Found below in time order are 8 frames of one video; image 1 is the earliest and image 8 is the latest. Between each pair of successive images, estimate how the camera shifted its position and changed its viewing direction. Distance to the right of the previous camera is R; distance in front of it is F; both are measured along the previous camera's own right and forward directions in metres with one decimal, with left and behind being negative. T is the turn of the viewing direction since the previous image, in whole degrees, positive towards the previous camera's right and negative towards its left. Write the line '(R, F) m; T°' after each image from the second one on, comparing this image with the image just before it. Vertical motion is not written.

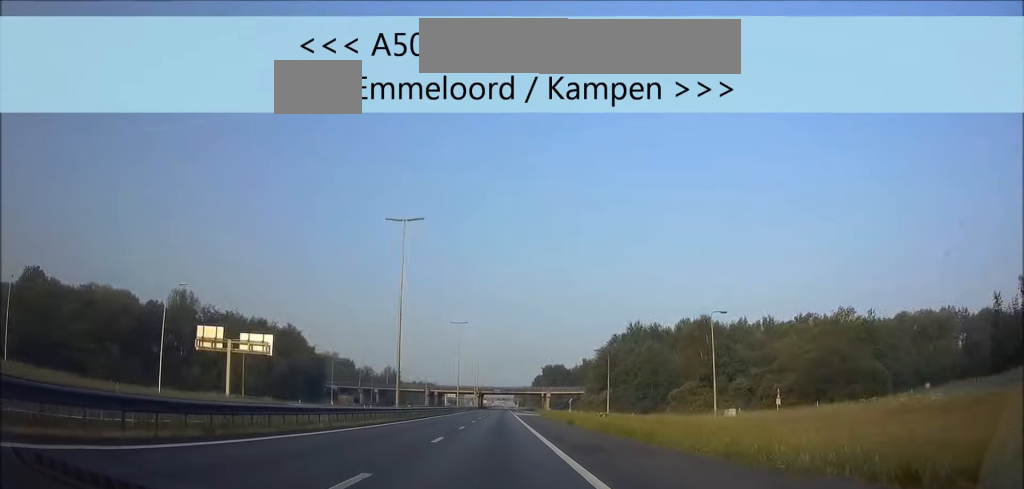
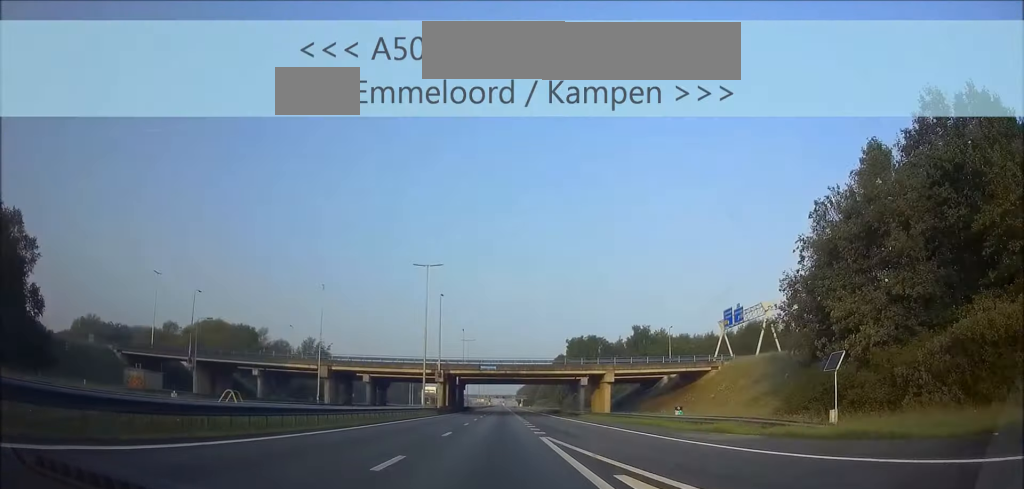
(0.0, +107.4) m; 0°
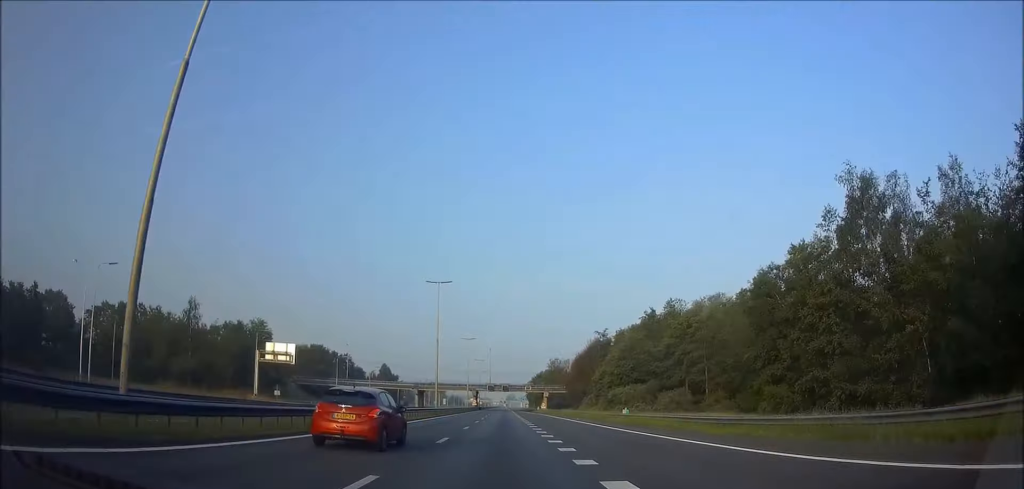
(+0.3, +182.0) m; 0°
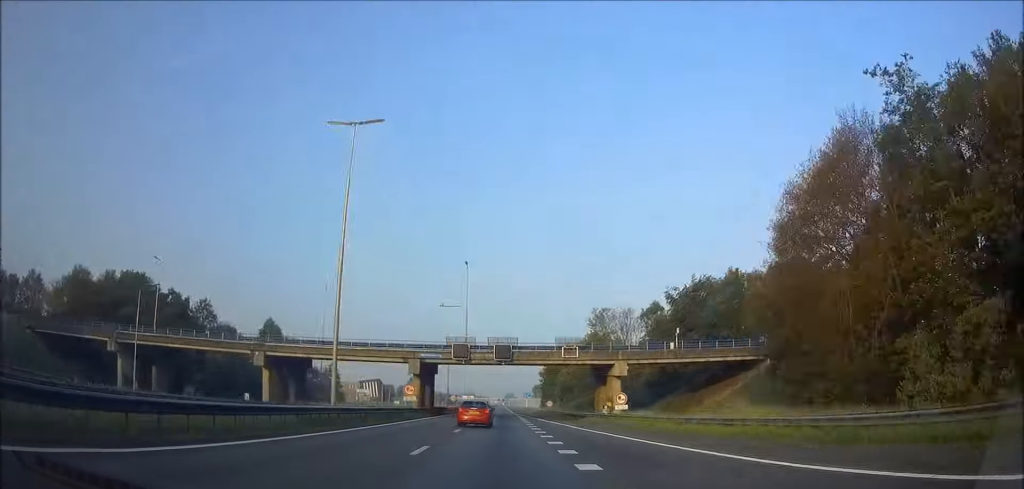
(0.0, +100.9) m; 0°
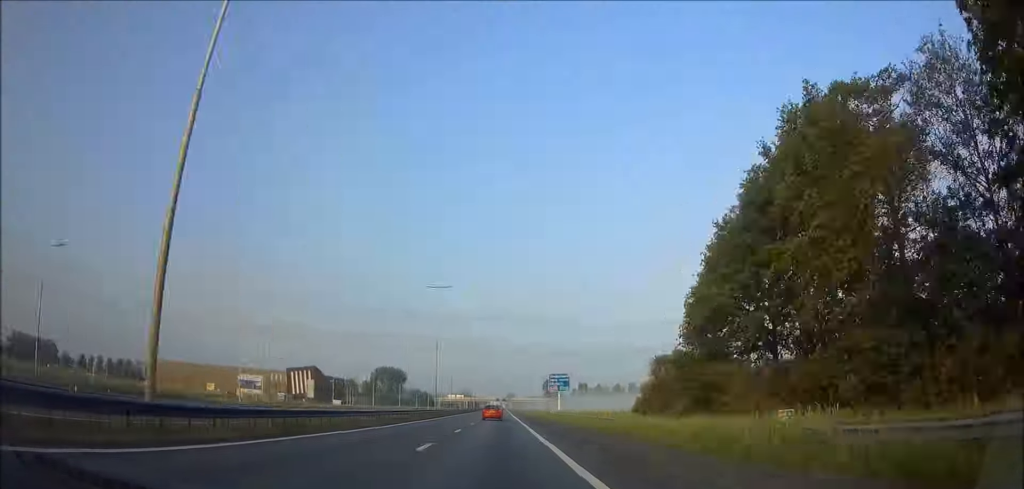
(-0.2, +135.6) m; 0°
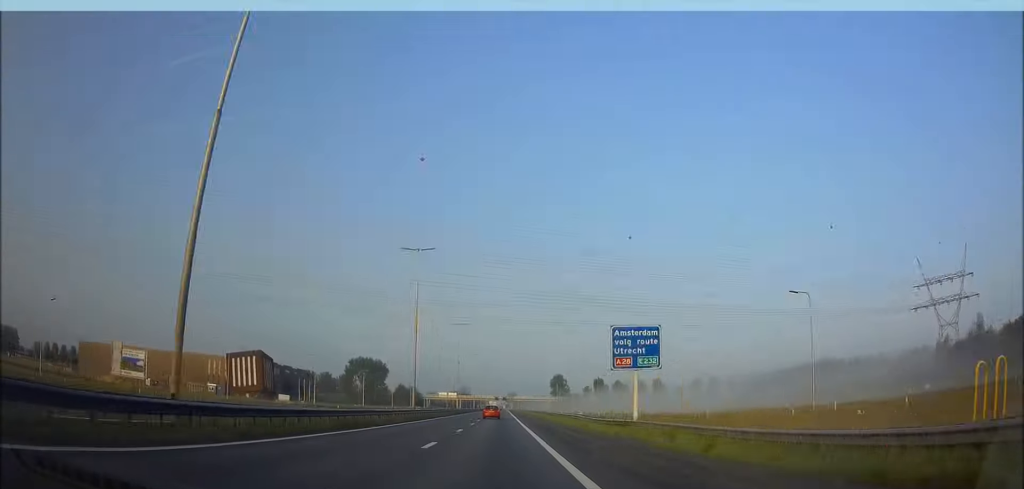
(0.0, +54.9) m; 0°
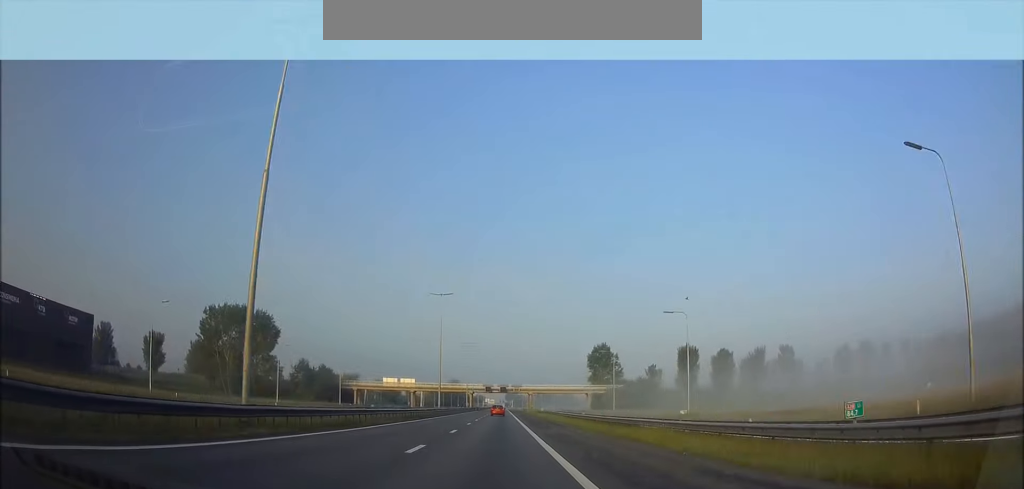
(+0.3, +153.2) m; 0°
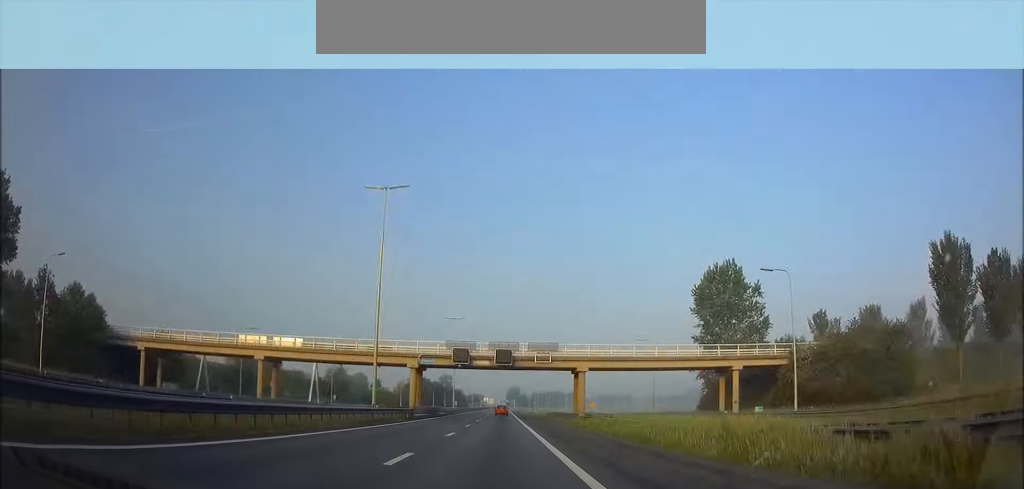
(+0.1, +104.3) m; 0°
